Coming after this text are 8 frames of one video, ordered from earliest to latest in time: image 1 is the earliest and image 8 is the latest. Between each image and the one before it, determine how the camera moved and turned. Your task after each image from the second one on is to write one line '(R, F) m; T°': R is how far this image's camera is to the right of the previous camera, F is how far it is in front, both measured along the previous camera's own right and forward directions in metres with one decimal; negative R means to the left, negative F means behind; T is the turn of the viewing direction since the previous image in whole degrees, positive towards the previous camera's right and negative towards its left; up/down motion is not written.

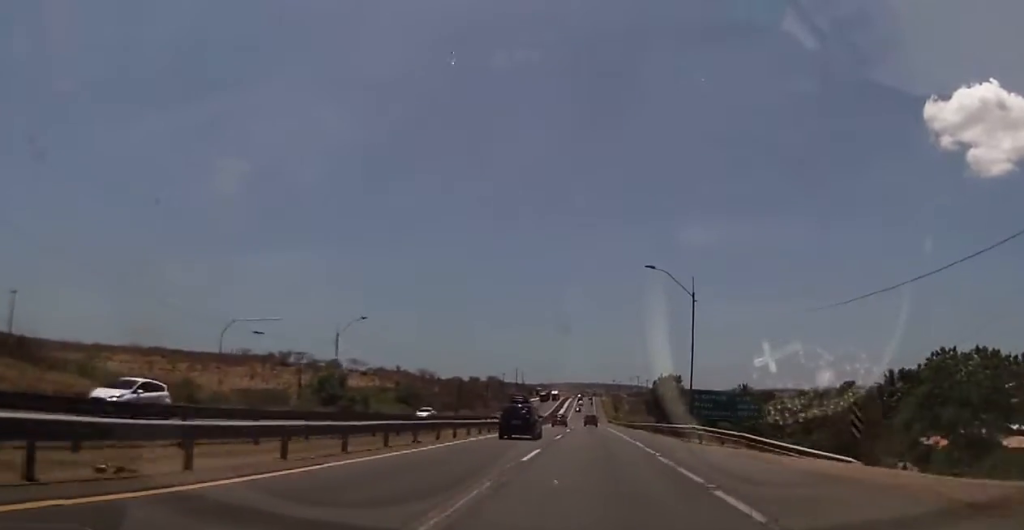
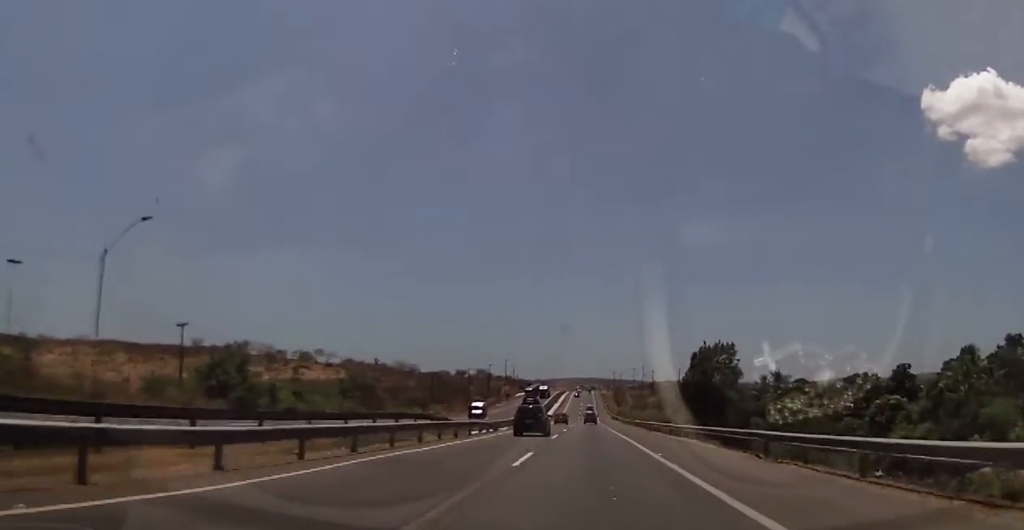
(-0.8, +33.7) m; -2°
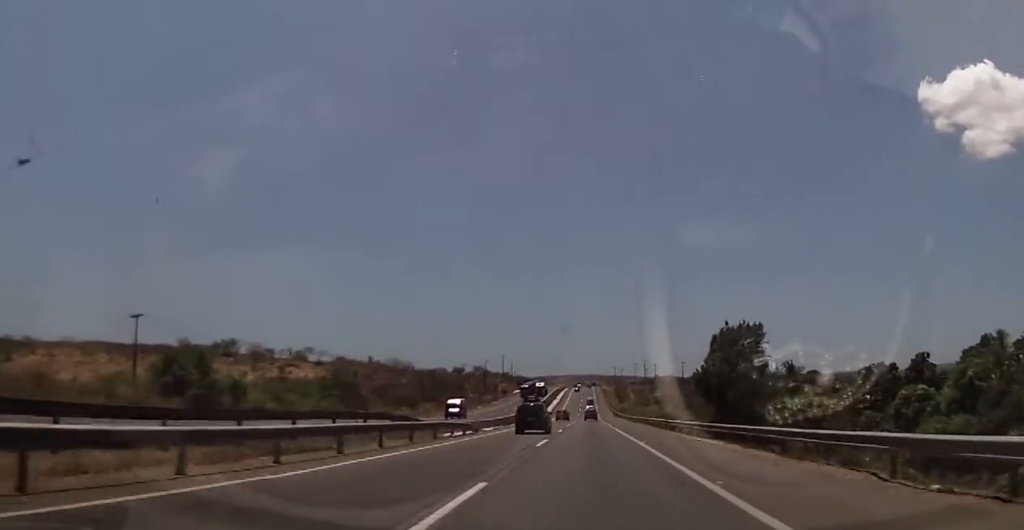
(+0.1, +9.0) m; +1°
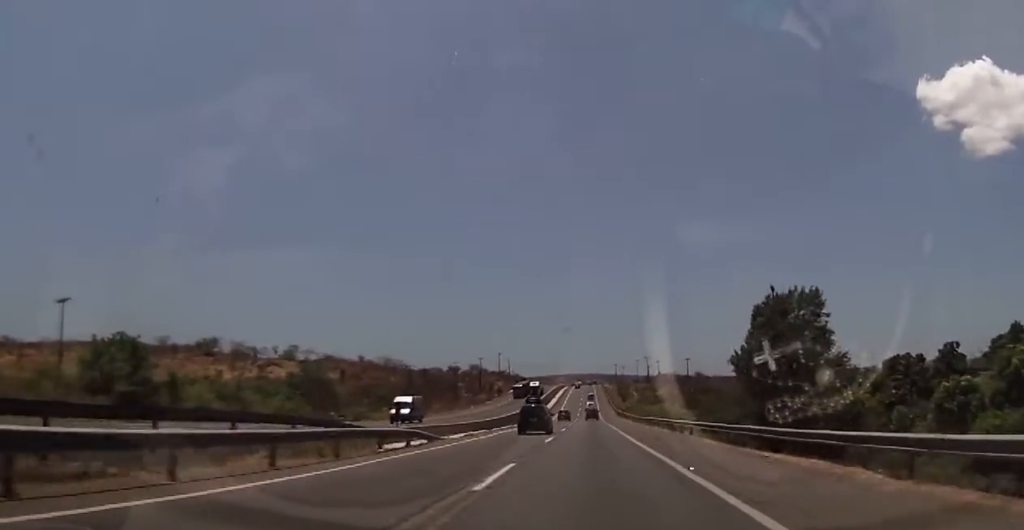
(+0.1, +11.9) m; 0°
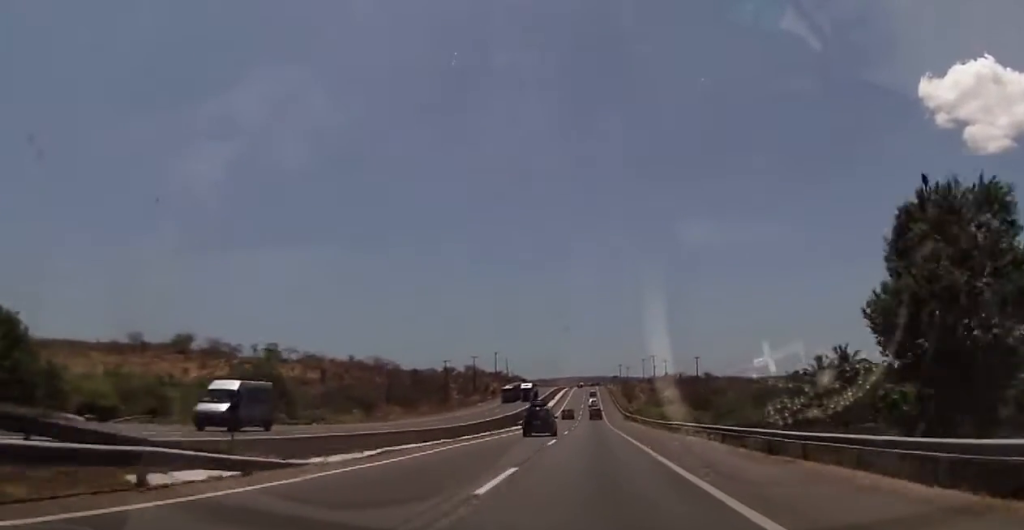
(0.0, +16.3) m; 0°
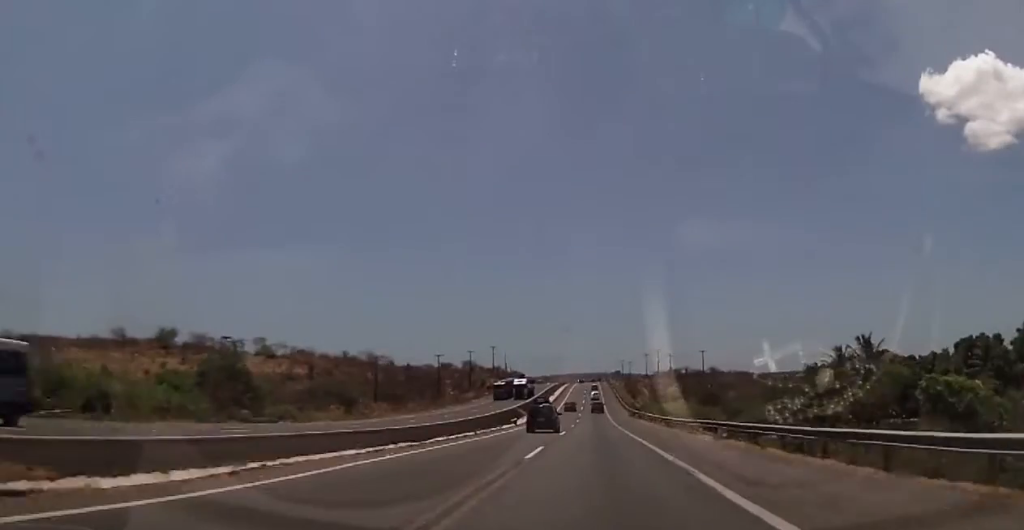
(0.0, +9.2) m; 0°
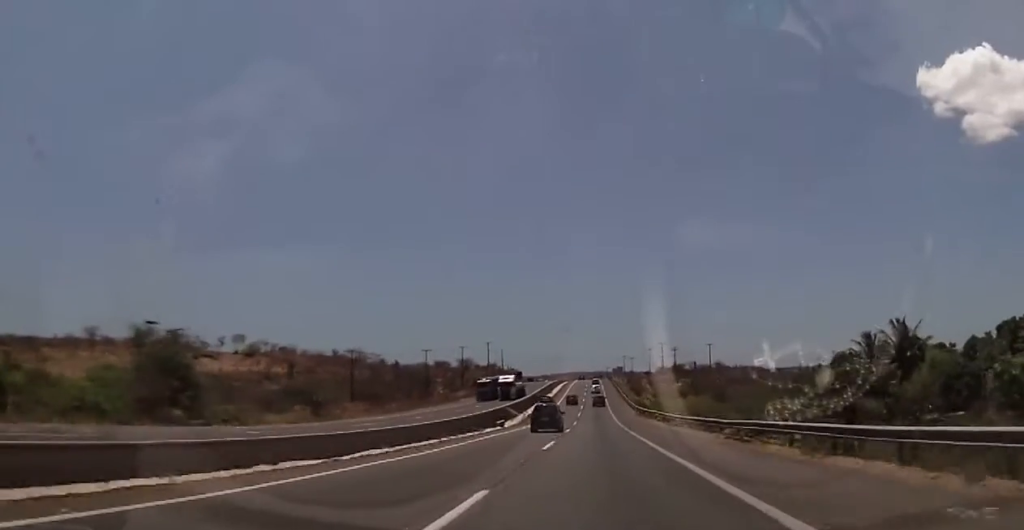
(0.0, +12.1) m; -1°
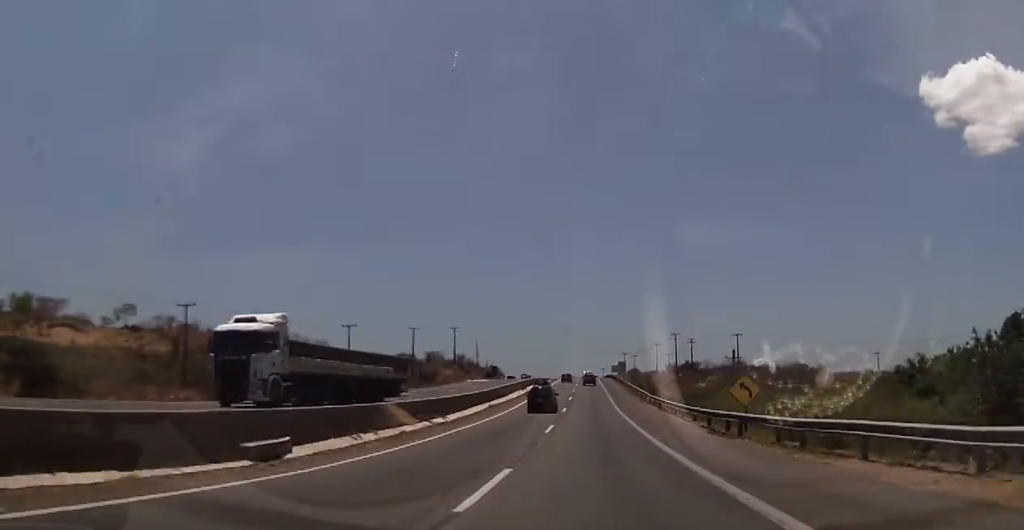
(-0.5, +47.0) m; +1°
